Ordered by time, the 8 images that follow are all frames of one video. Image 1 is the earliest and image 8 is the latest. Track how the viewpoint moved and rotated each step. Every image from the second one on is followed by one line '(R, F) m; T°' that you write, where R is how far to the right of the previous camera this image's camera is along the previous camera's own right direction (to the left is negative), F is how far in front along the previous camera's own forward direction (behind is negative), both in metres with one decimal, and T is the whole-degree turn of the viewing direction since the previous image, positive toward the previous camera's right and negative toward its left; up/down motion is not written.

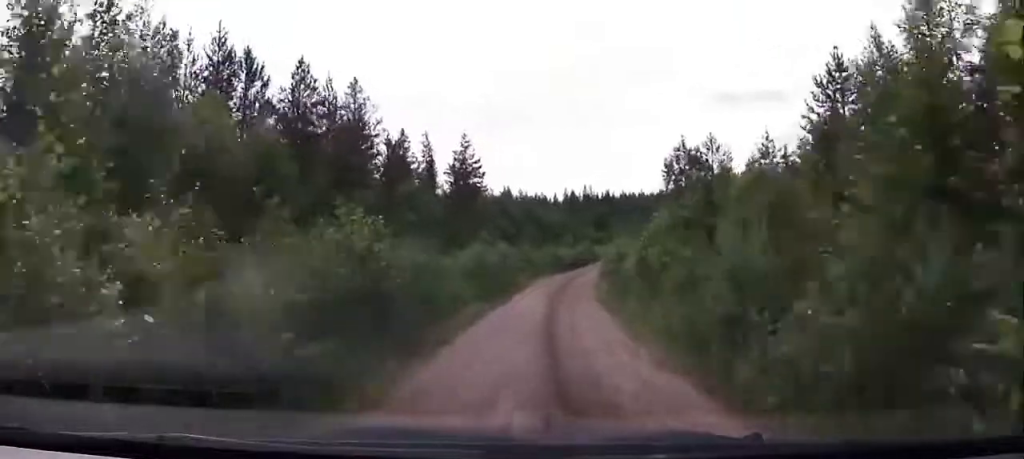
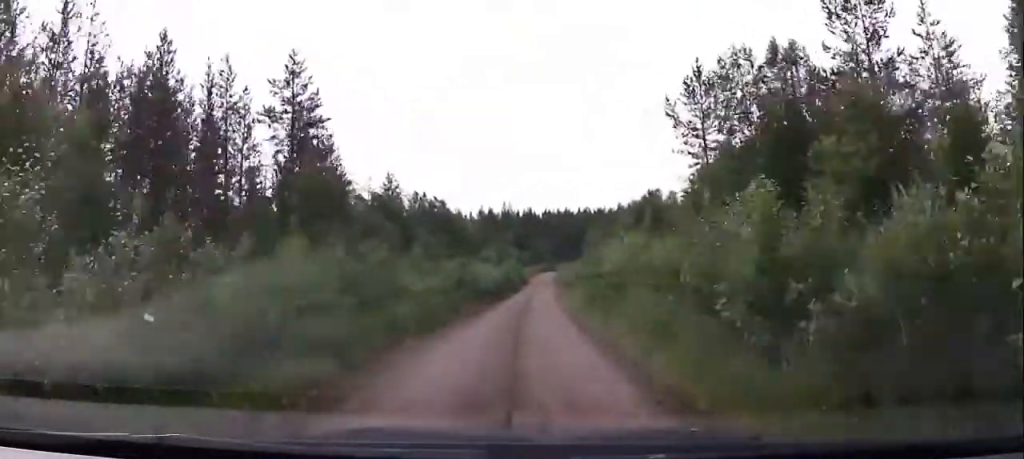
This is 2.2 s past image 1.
(+3.1, +26.6) m; +12°
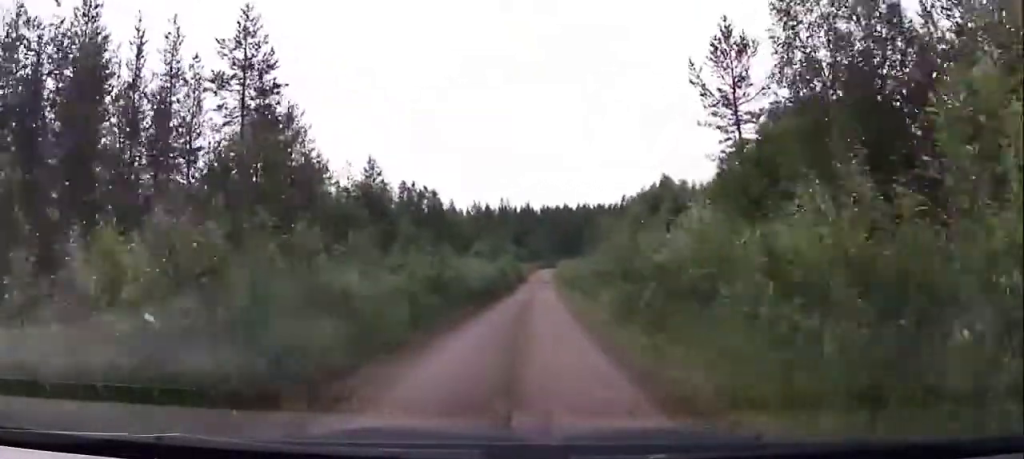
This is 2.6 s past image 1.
(0.0, +4.9) m; +1°
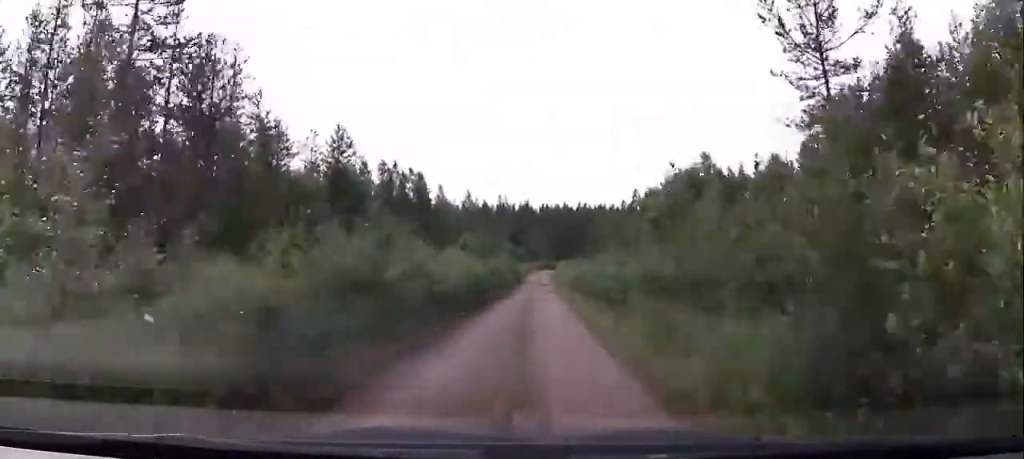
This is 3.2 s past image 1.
(+0.3, +8.5) m; 0°
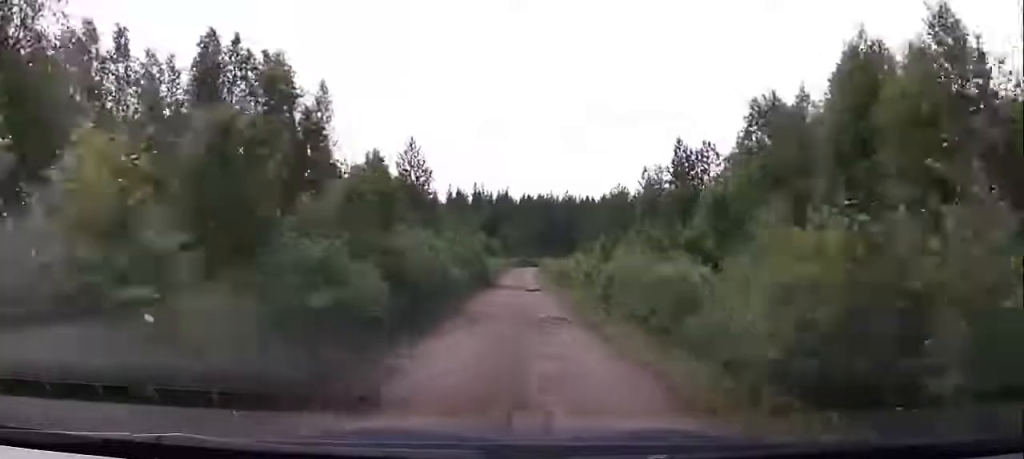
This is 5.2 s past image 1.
(-0.3, +26.9) m; +1°
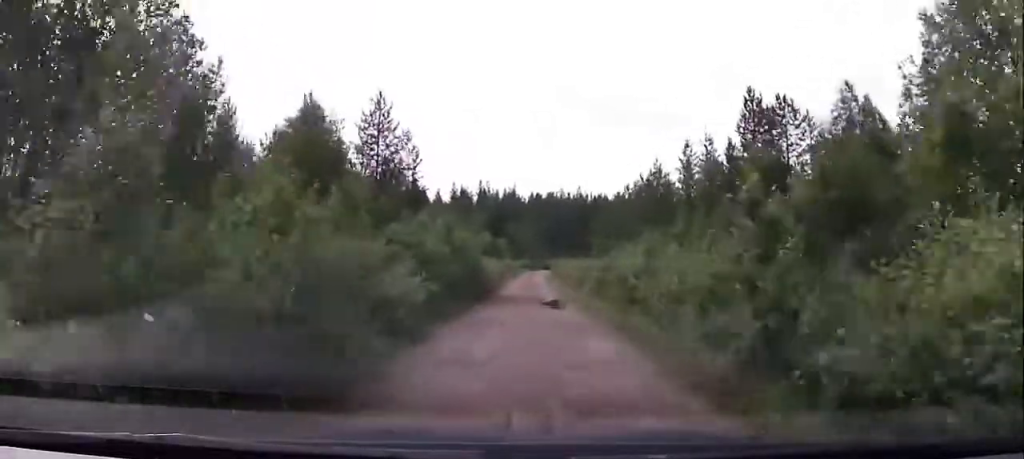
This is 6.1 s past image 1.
(+0.5, +13.3) m; +1°
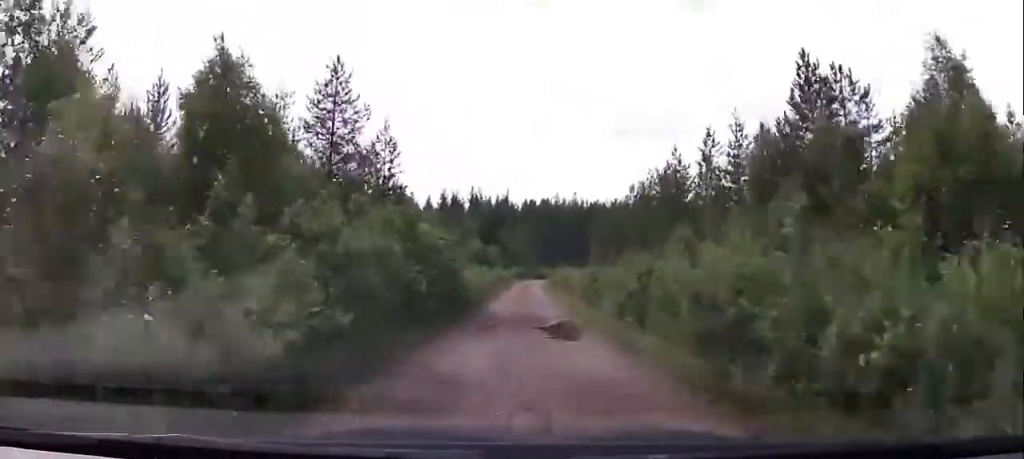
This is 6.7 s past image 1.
(+0.2, +7.9) m; 0°
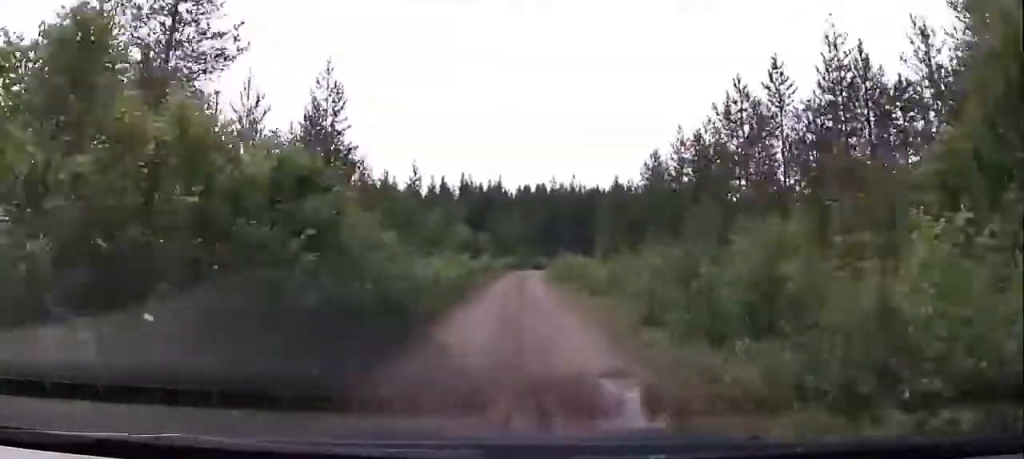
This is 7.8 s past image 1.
(-0.6, +13.4) m; 0°
